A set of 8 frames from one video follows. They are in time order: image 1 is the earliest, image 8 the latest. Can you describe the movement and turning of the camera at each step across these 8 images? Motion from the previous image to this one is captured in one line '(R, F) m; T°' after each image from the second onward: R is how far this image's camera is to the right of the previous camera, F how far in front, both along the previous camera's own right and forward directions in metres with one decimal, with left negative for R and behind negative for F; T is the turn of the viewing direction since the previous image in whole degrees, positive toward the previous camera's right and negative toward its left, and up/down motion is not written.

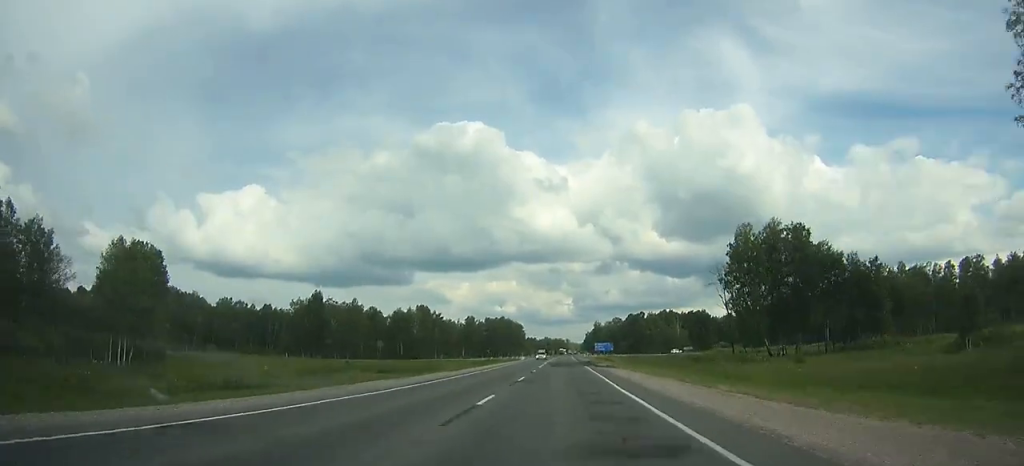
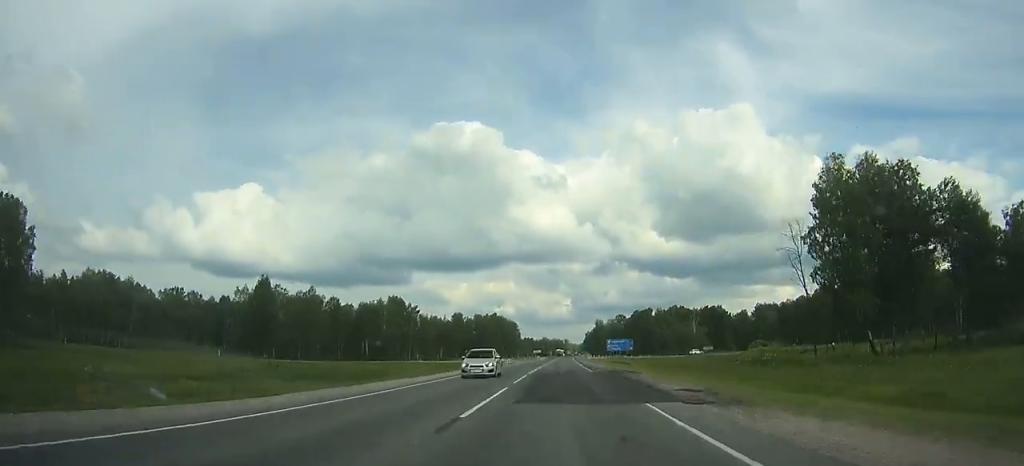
(-0.1, +39.4) m; 0°
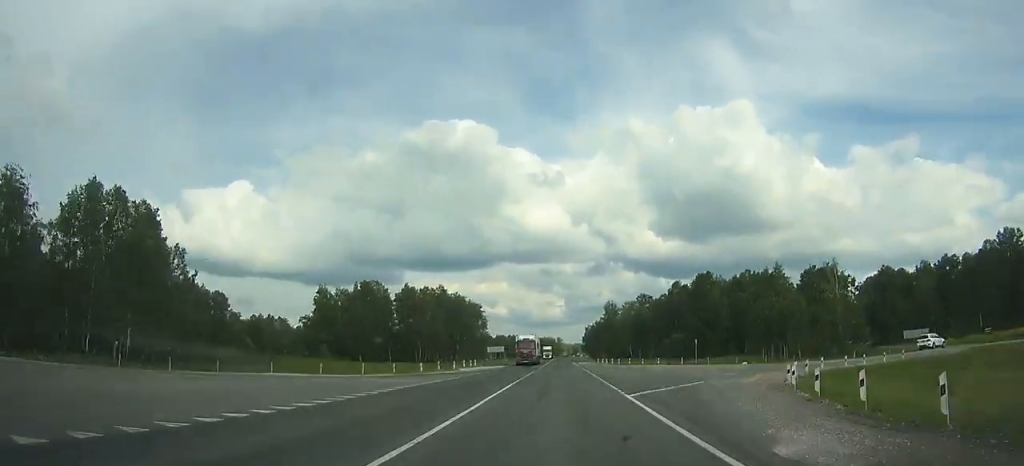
(+1.2, +136.7) m; +1°
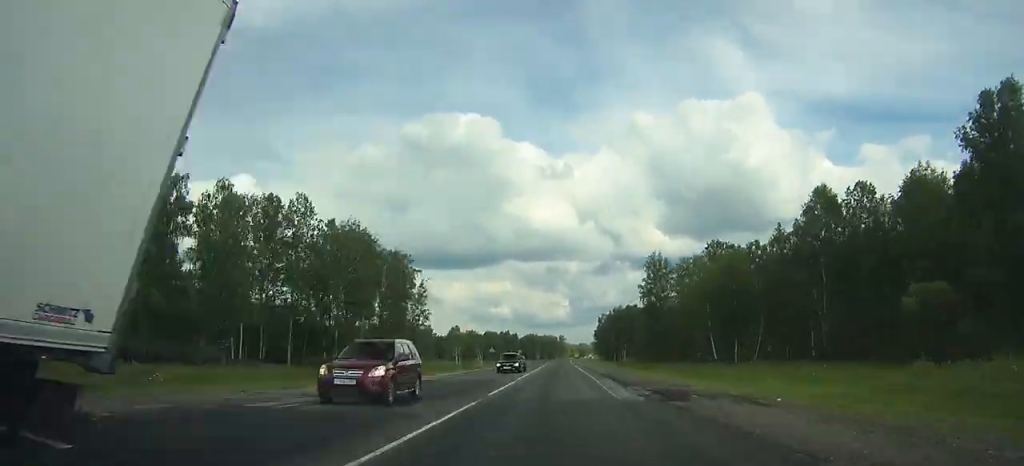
(+0.3, +112.4) m; 0°
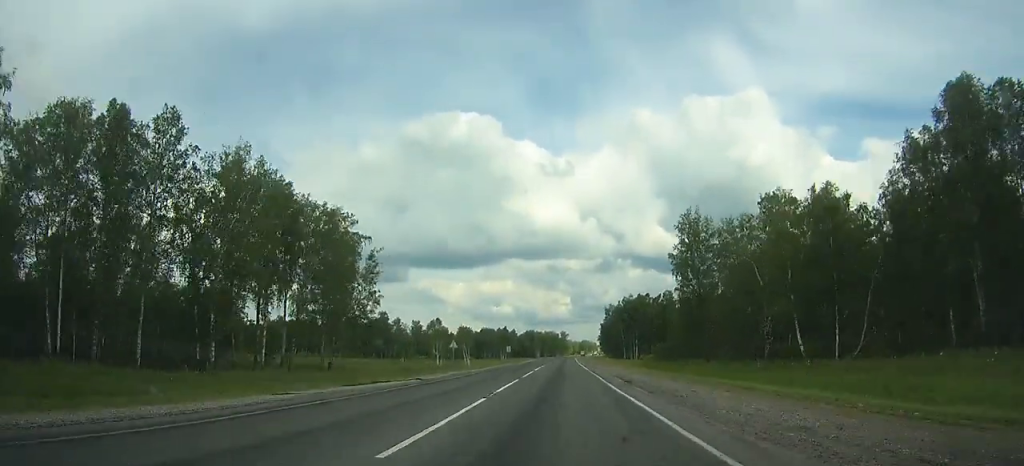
(0.0, +34.3) m; 0°
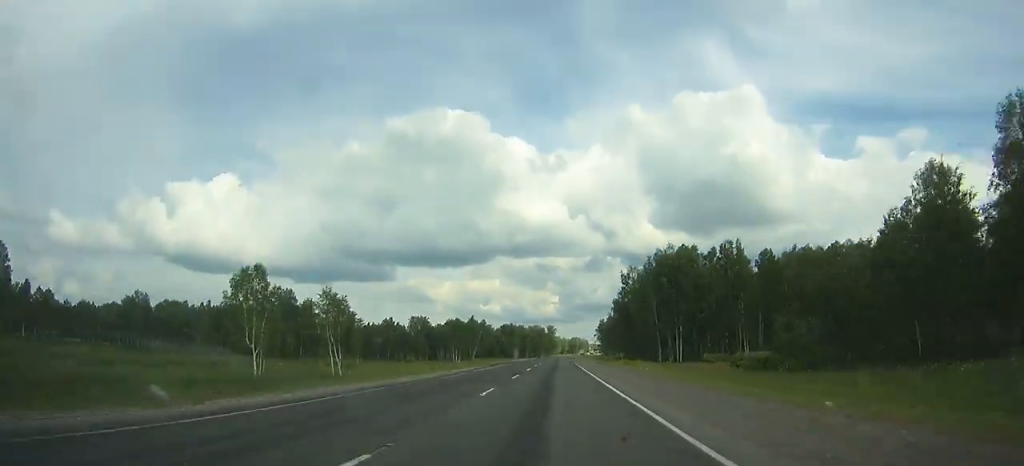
(-0.1, +101.8) m; 0°
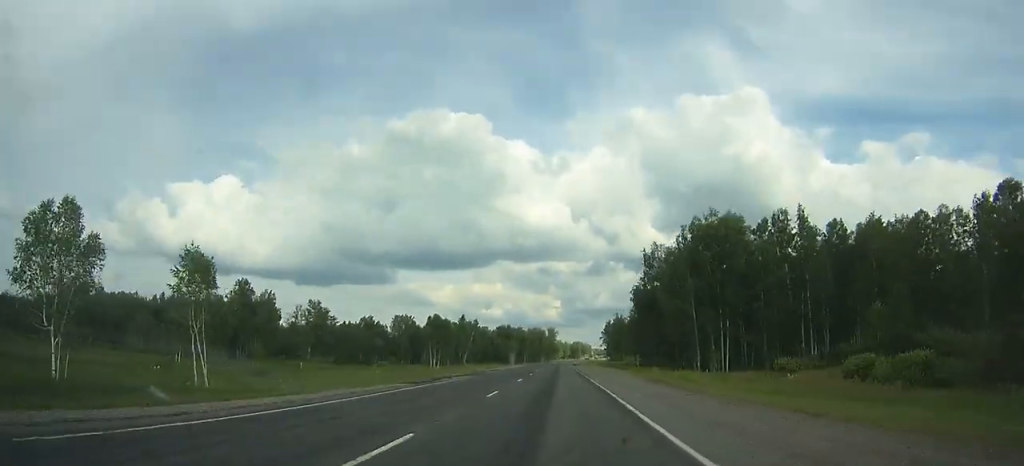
(0.0, +33.5) m; 0°
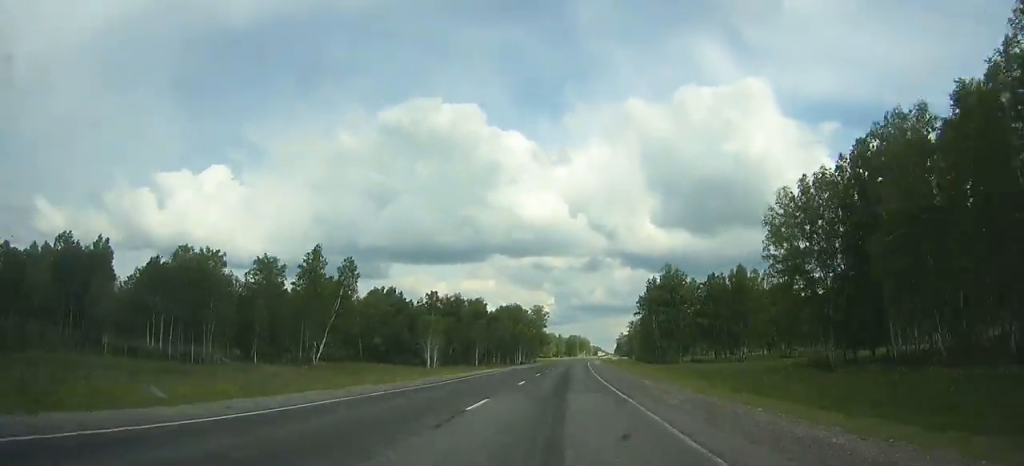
(+1.1, +151.3) m; +2°
